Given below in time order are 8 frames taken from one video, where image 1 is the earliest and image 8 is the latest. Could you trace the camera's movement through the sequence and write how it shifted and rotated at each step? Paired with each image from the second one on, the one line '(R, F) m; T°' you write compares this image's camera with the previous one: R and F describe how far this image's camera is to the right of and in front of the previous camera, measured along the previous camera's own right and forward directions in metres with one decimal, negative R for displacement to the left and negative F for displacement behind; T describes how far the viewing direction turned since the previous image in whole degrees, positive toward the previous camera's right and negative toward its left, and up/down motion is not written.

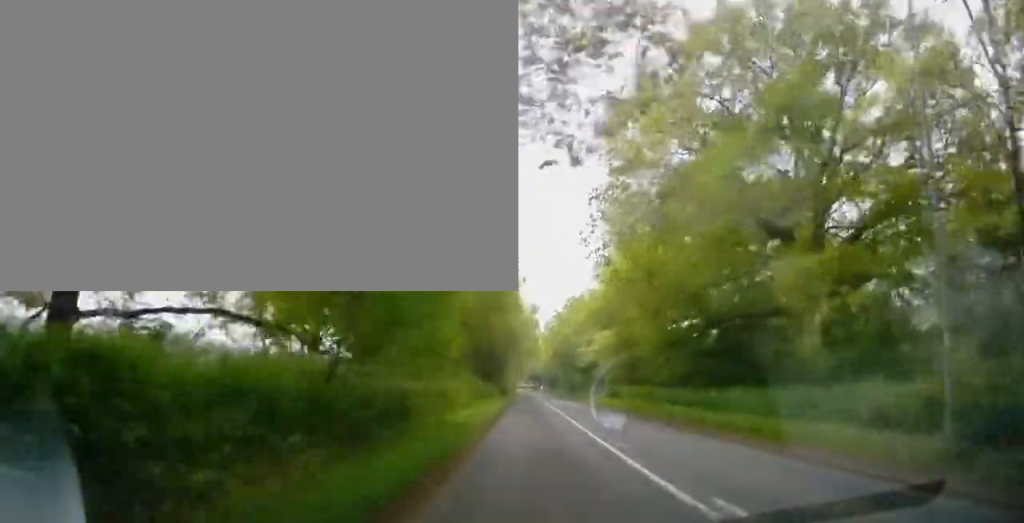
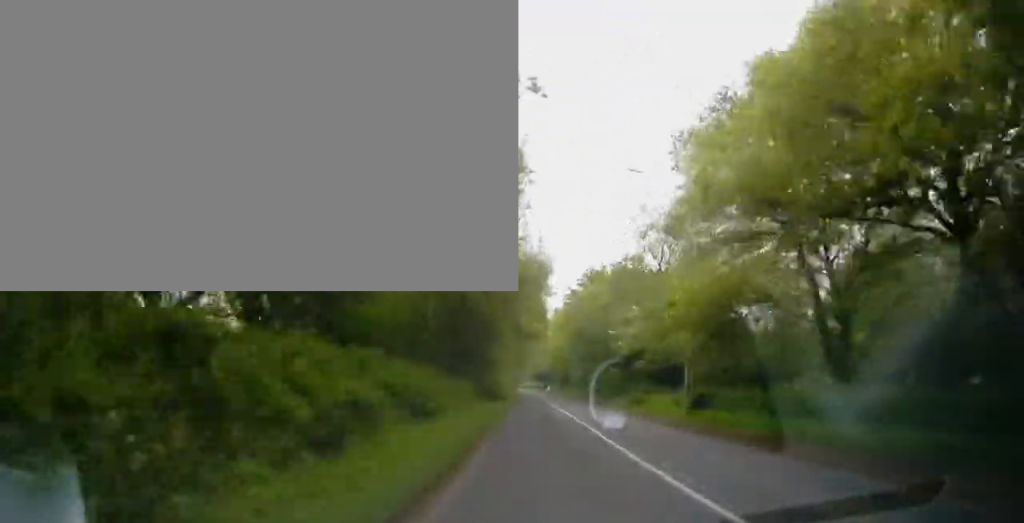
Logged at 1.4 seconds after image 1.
(+0.9, +22.7) m; +5°
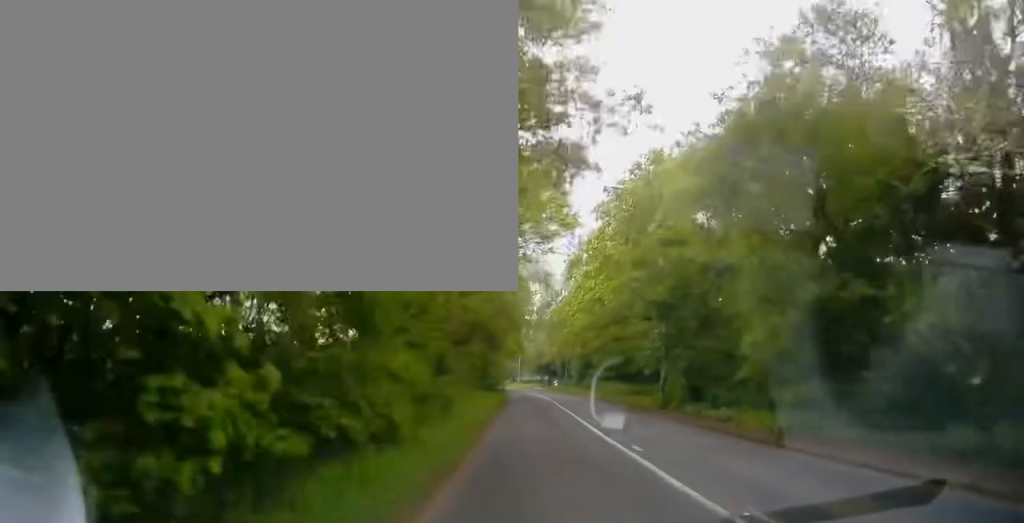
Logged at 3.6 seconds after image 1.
(-1.2, +35.3) m; -7°
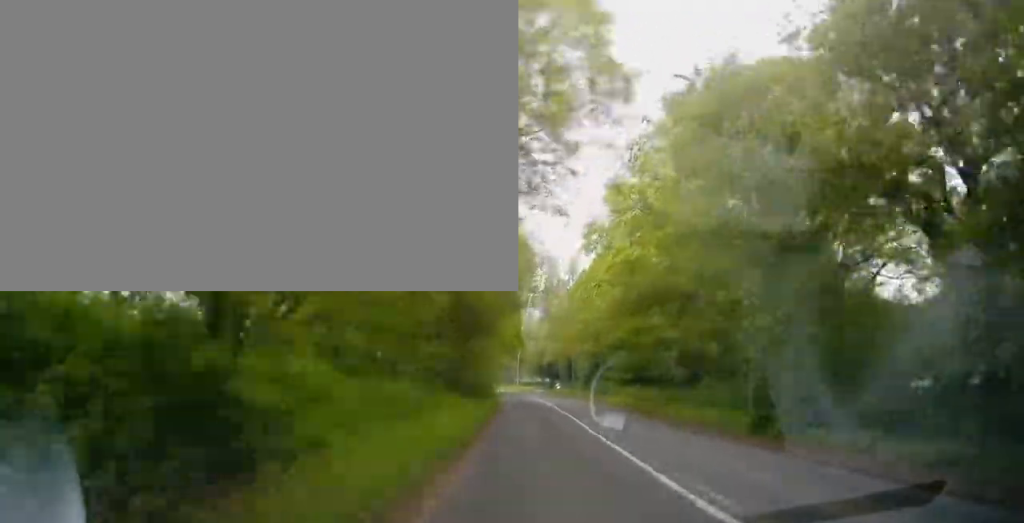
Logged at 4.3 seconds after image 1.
(-0.1, +10.2) m; 0°
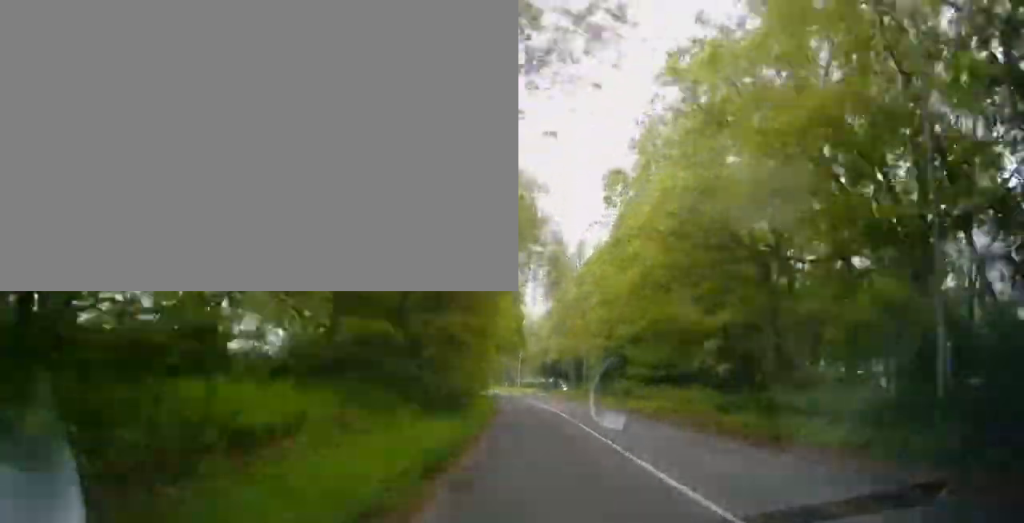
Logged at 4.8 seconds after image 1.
(+1.5, +8.4) m; +2°
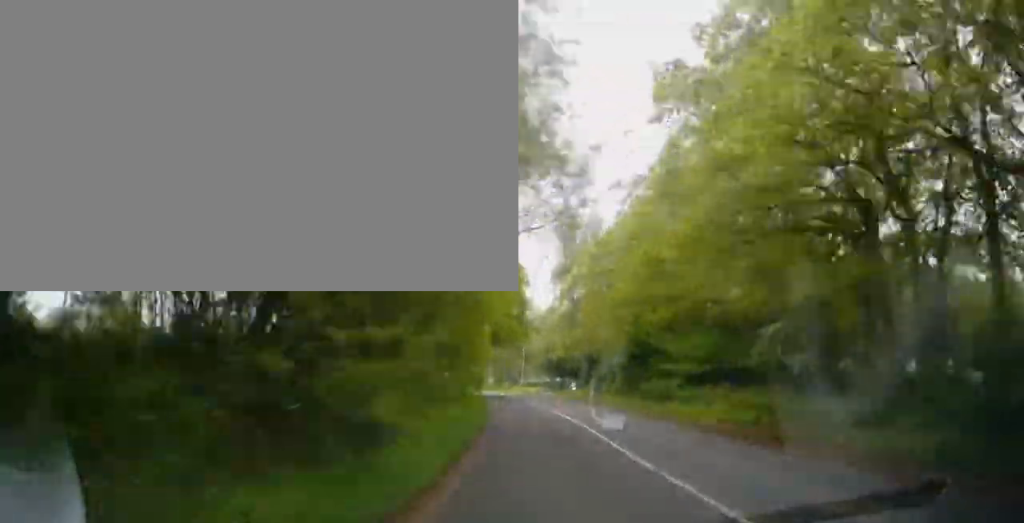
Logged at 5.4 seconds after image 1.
(-0.7, +8.4) m; 0°
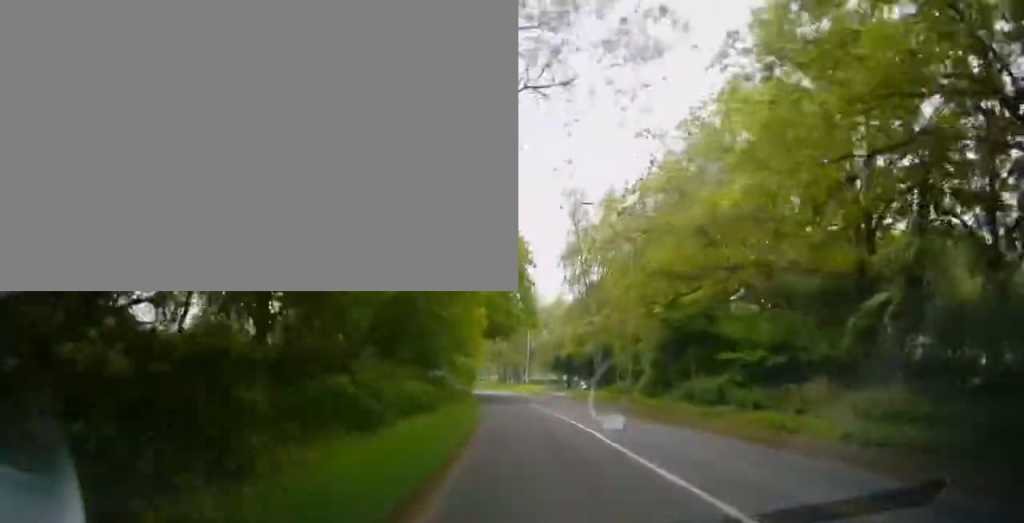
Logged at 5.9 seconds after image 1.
(-1.0, +7.3) m; -1°
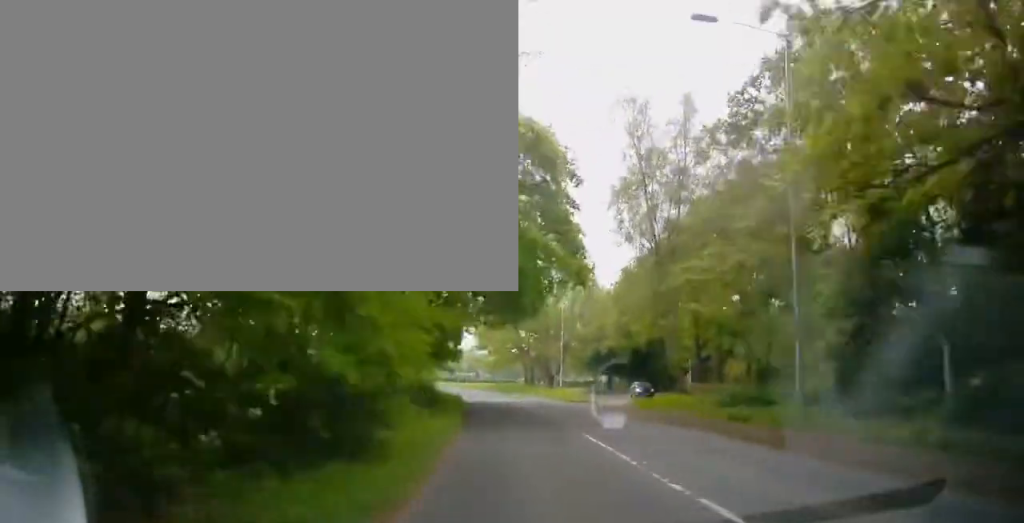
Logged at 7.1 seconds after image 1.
(+1.6, +16.5) m; +2°
